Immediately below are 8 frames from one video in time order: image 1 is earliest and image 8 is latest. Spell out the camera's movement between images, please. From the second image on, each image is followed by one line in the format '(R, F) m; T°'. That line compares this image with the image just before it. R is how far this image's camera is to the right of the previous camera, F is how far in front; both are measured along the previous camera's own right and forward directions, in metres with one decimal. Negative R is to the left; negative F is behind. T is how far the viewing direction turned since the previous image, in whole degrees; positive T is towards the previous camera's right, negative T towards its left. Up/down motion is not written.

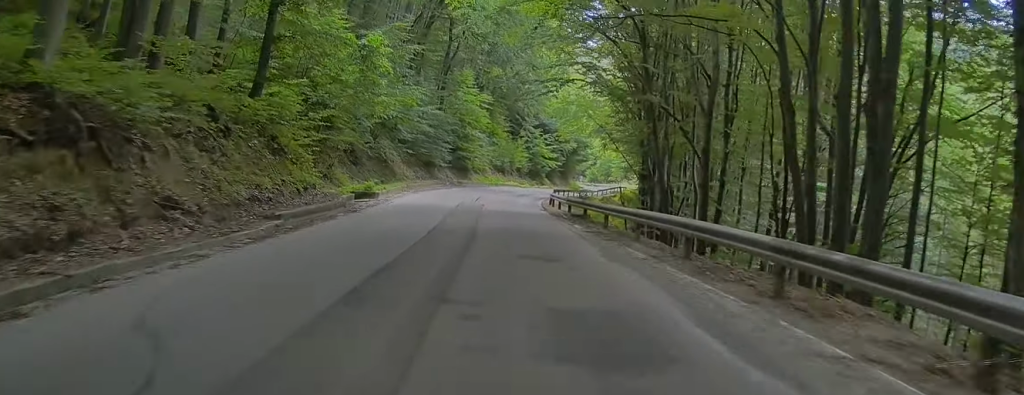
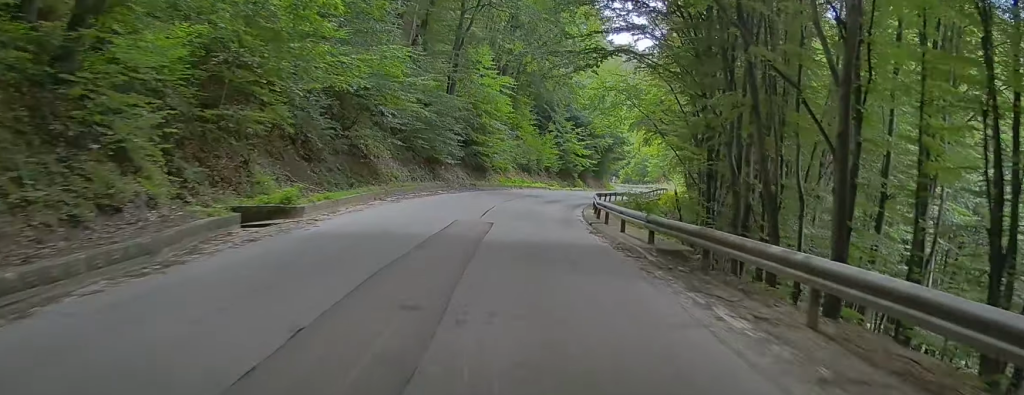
(+0.1, +13.3) m; -1°
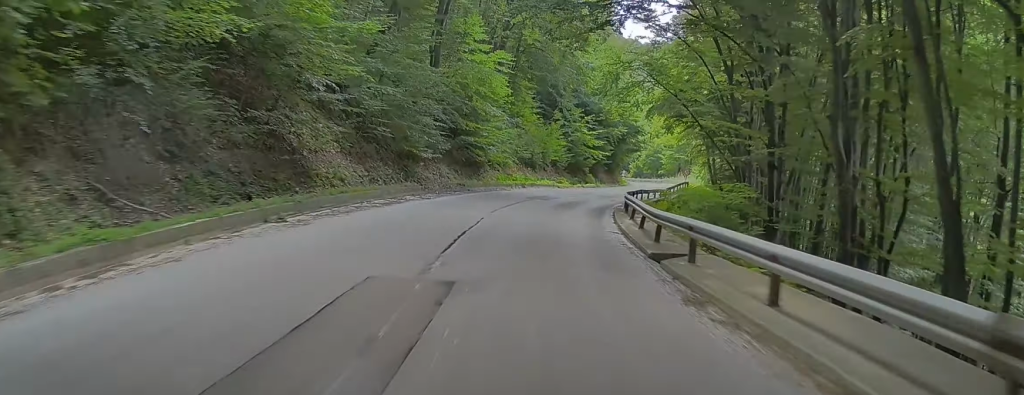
(-0.1, +11.3) m; -1°
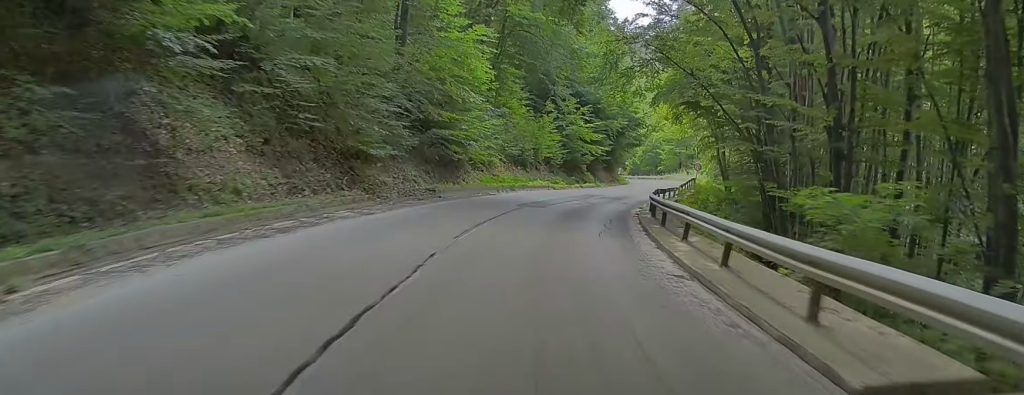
(-0.4, +8.8) m; 0°
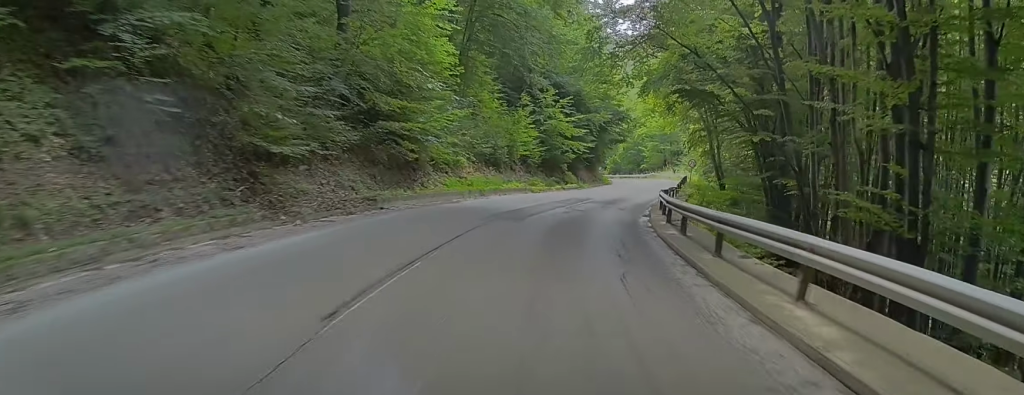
(+0.2, +7.4) m; +1°
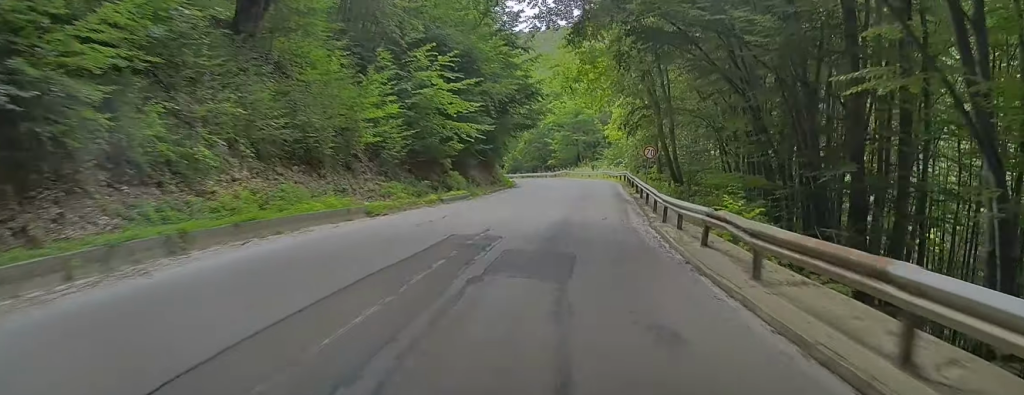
(+0.9, +22.5) m; +6°
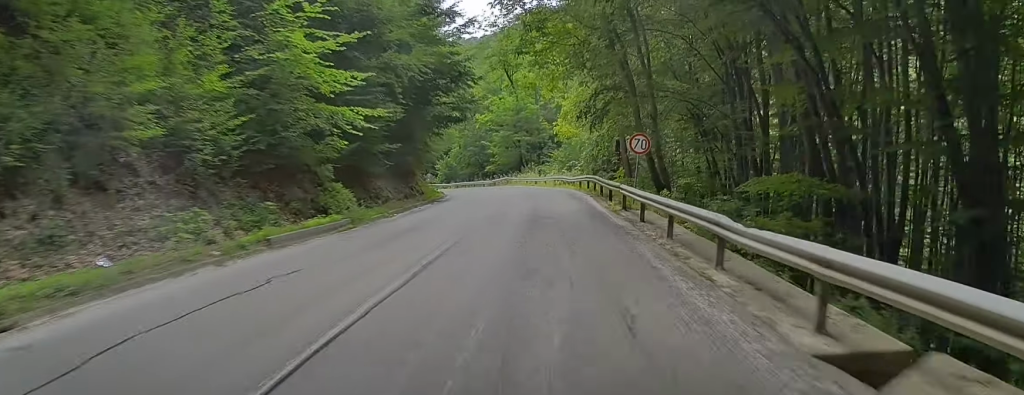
(+0.6, +13.7) m; +3°
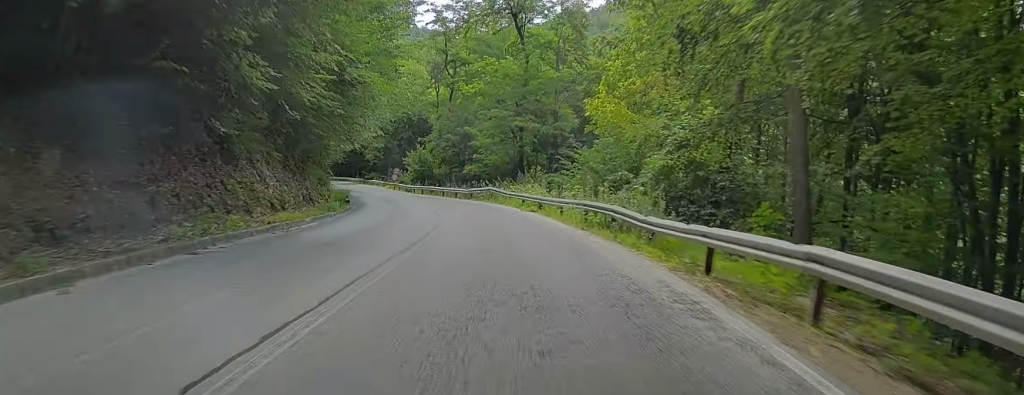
(+1.1, +29.8) m; +1°
